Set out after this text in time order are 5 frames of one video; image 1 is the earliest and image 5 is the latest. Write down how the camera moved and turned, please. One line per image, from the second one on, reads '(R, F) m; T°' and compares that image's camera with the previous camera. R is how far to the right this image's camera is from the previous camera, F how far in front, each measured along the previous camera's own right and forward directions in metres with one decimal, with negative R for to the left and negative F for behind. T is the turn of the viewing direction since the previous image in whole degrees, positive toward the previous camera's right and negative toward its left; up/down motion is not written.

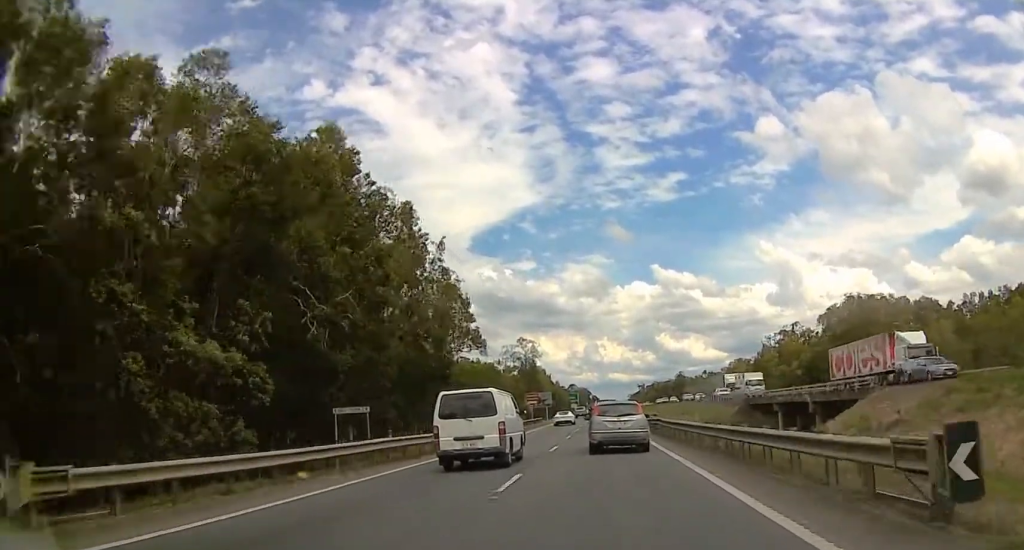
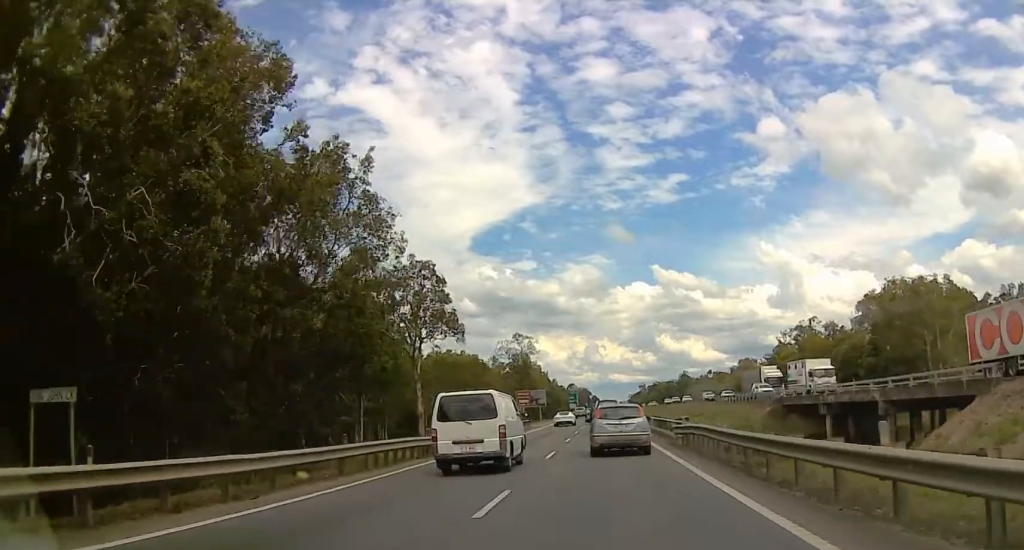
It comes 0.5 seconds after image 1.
(+0.4, +14.5) m; -1°
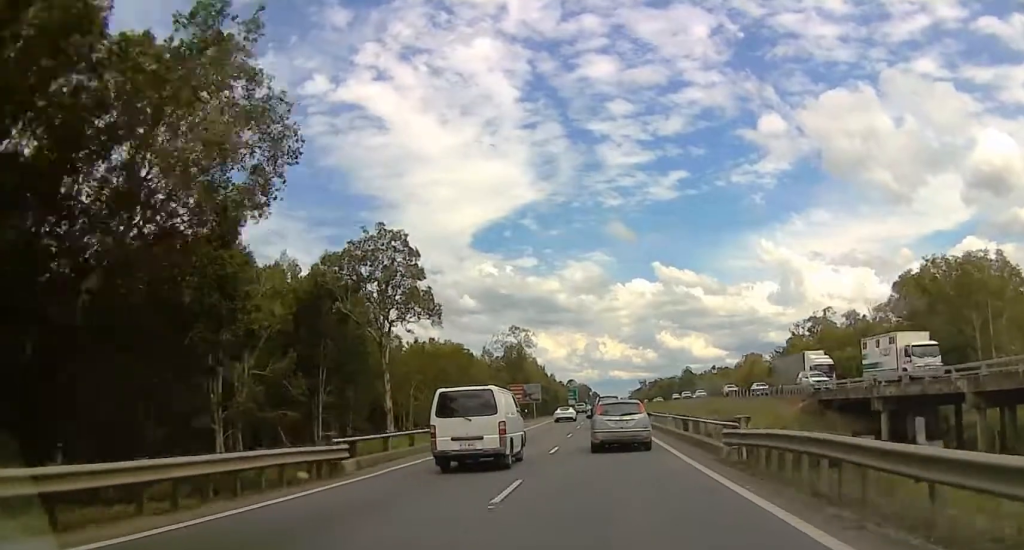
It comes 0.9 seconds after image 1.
(+0.1, +10.9) m; -1°
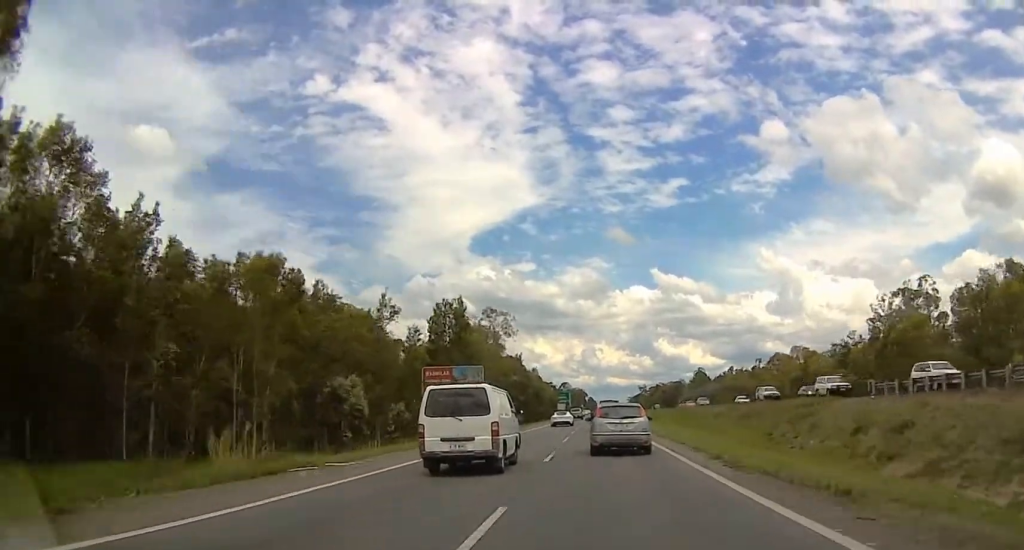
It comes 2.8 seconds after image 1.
(-2.0, +49.5) m; 0°
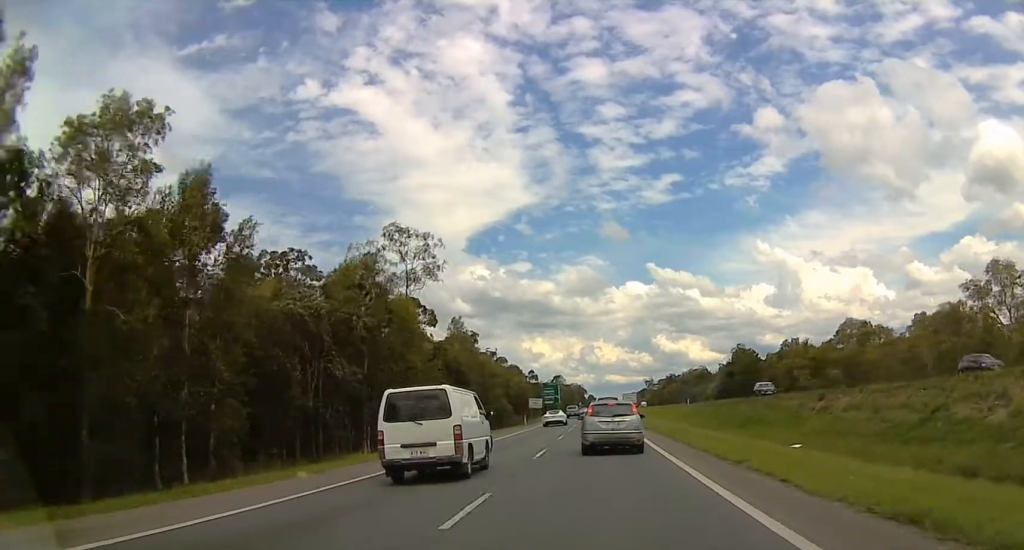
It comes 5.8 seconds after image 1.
(+1.4, +82.4) m; 0°
